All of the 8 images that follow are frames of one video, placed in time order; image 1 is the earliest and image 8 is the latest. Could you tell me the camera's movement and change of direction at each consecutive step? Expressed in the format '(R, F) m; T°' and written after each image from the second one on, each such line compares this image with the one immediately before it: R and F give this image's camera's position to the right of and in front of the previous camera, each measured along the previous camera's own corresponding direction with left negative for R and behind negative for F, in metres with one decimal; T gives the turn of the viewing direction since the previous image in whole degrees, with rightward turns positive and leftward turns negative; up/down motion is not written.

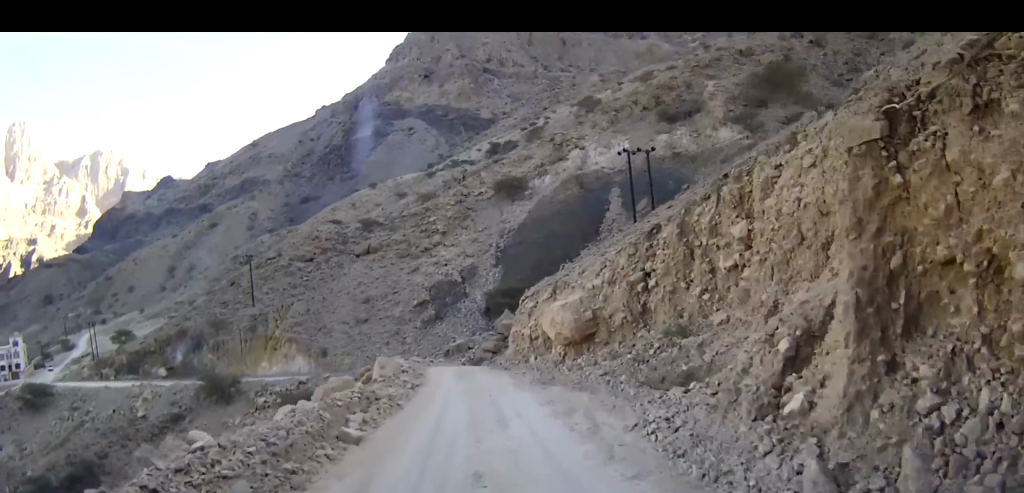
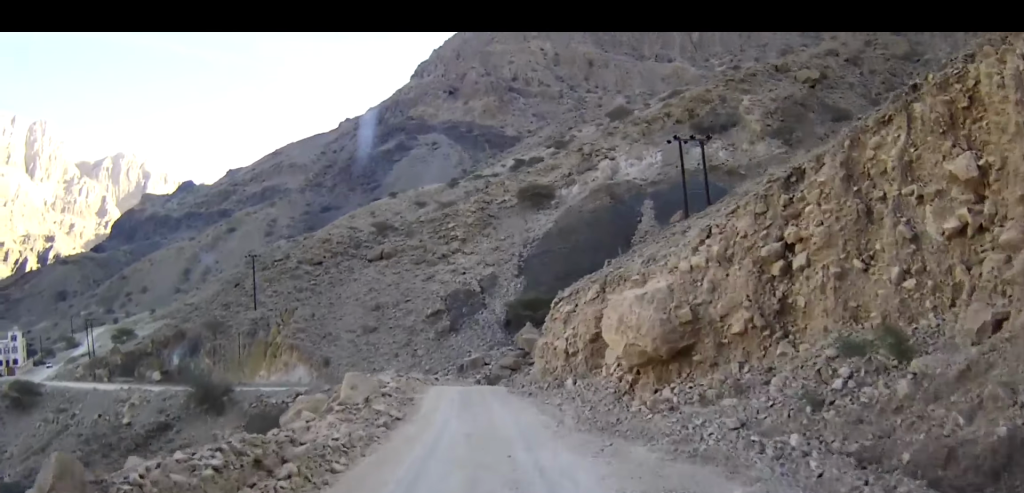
(-0.1, +9.4) m; -1°
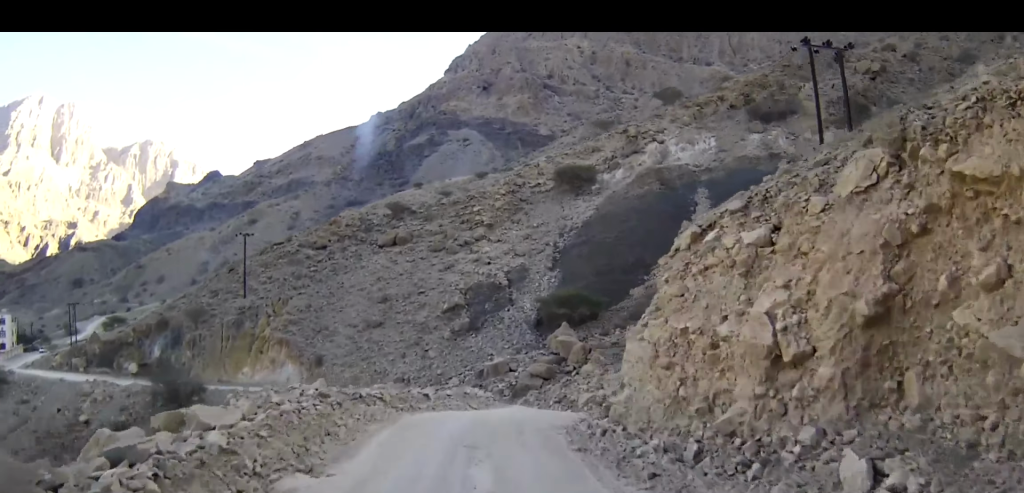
(-0.3, +17.1) m; -1°
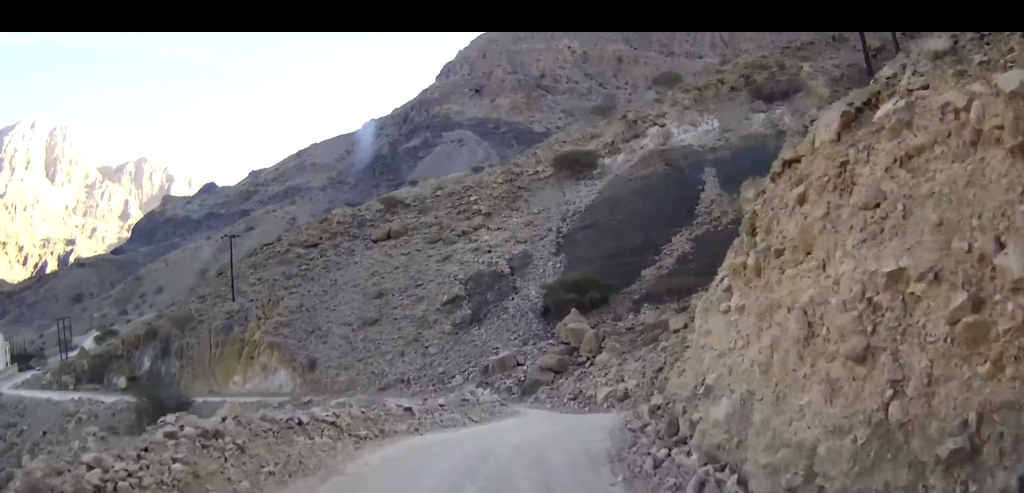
(-0.1, +5.7) m; 0°
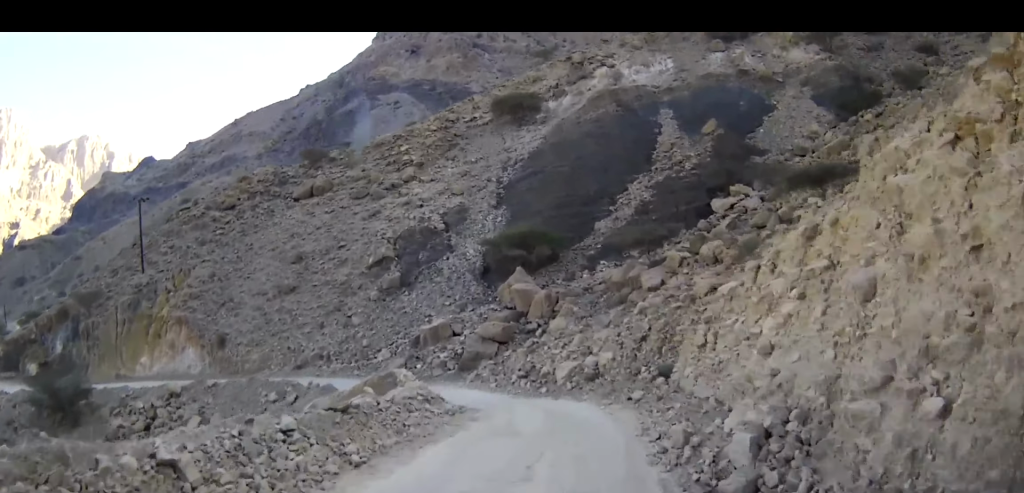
(+0.1, +10.9) m; +4°
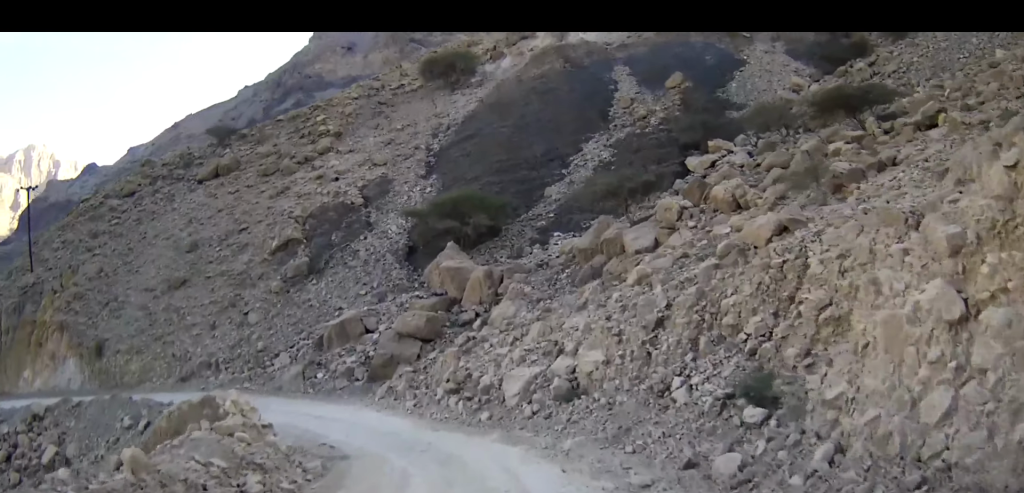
(+0.9, +13.9) m; +4°
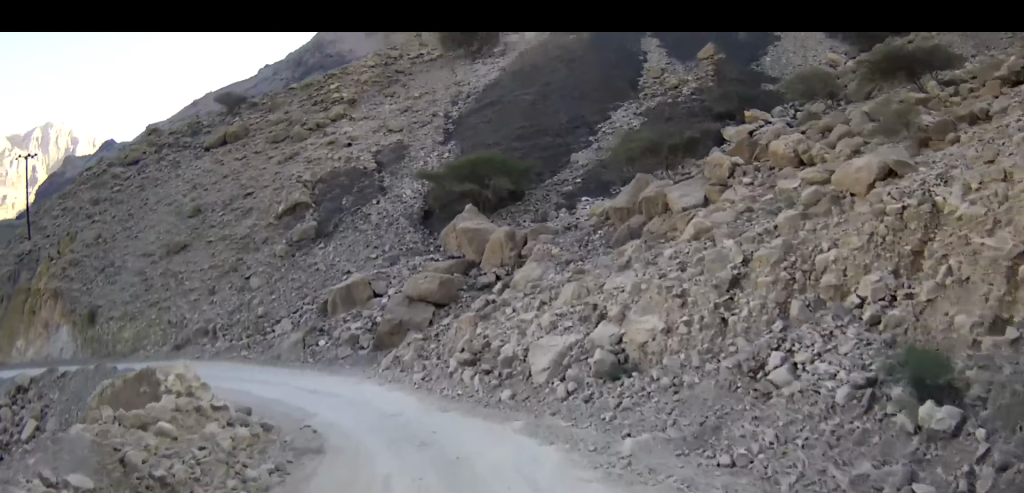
(0.0, +4.1) m; -2°
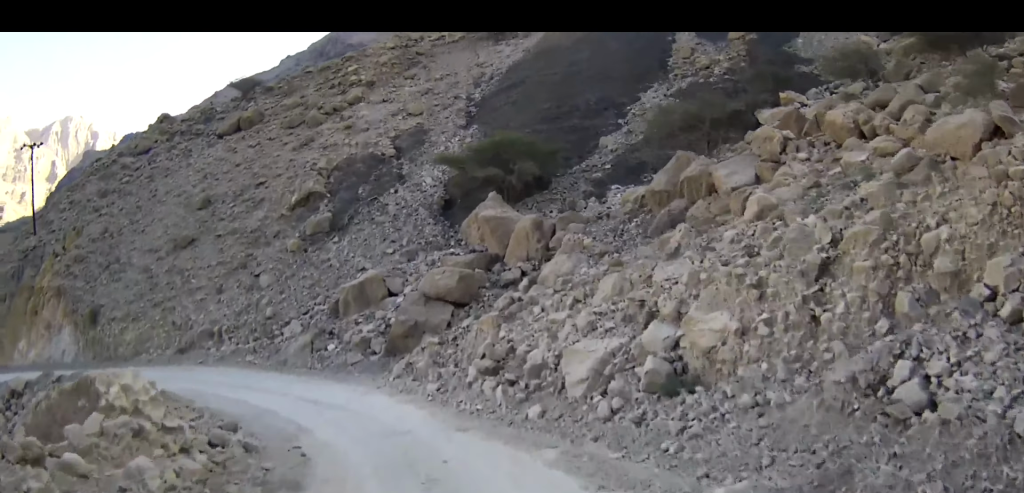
(0.0, +2.9) m; -2°
